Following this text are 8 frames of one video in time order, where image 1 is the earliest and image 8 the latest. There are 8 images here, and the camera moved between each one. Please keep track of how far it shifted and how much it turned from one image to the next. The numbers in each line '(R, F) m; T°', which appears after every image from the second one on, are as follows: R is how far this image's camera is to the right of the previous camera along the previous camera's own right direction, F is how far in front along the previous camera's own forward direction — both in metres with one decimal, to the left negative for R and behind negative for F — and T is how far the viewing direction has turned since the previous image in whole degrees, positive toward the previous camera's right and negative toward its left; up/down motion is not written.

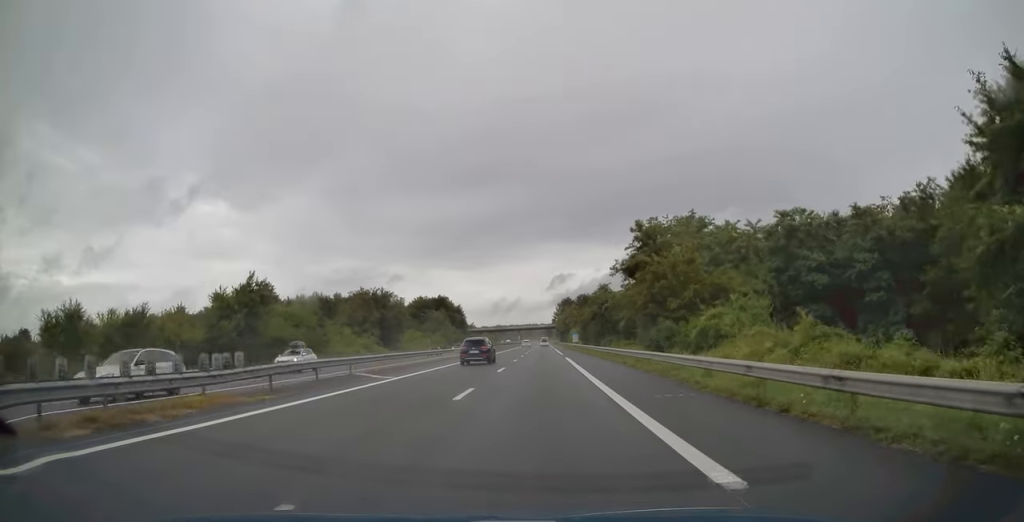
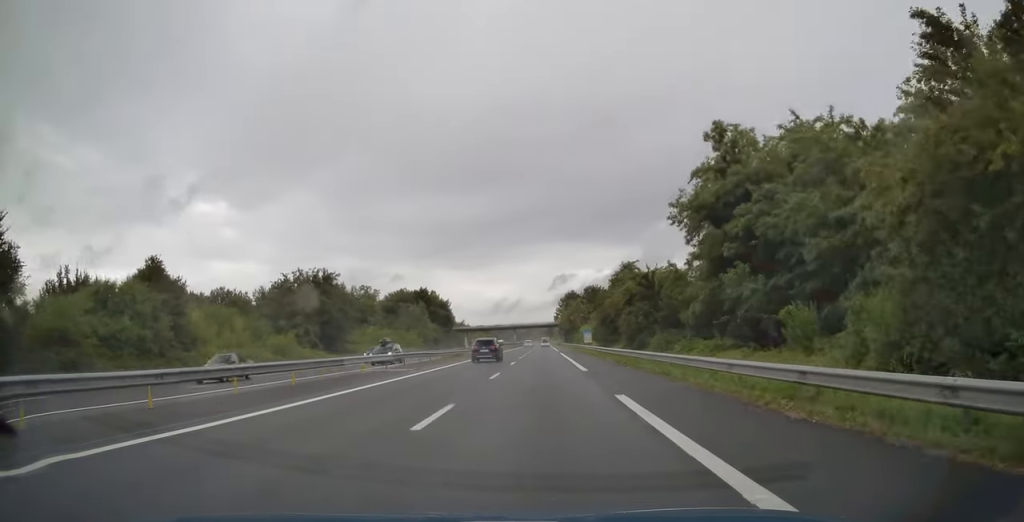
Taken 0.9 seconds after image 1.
(+0.1, +30.7) m; 0°
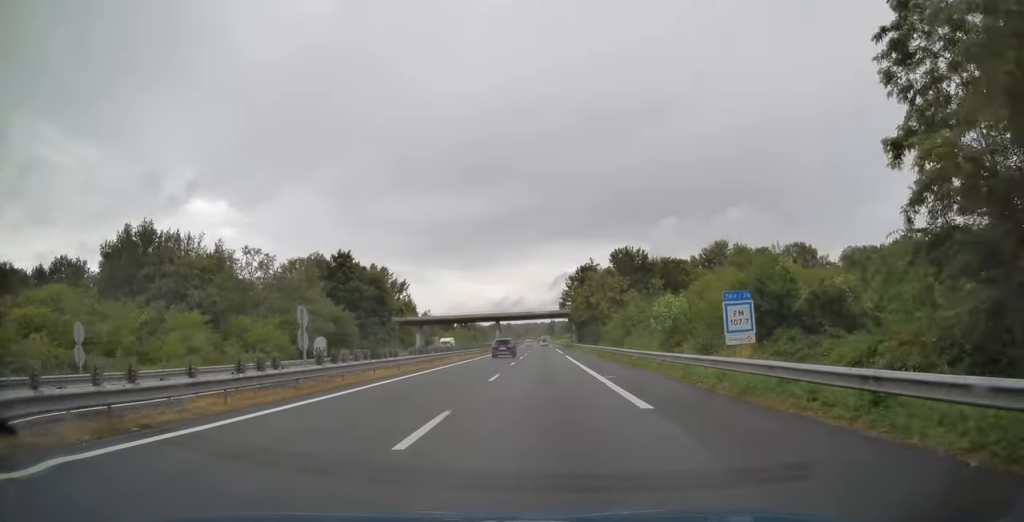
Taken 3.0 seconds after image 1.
(-0.2, +66.2) m; 0°
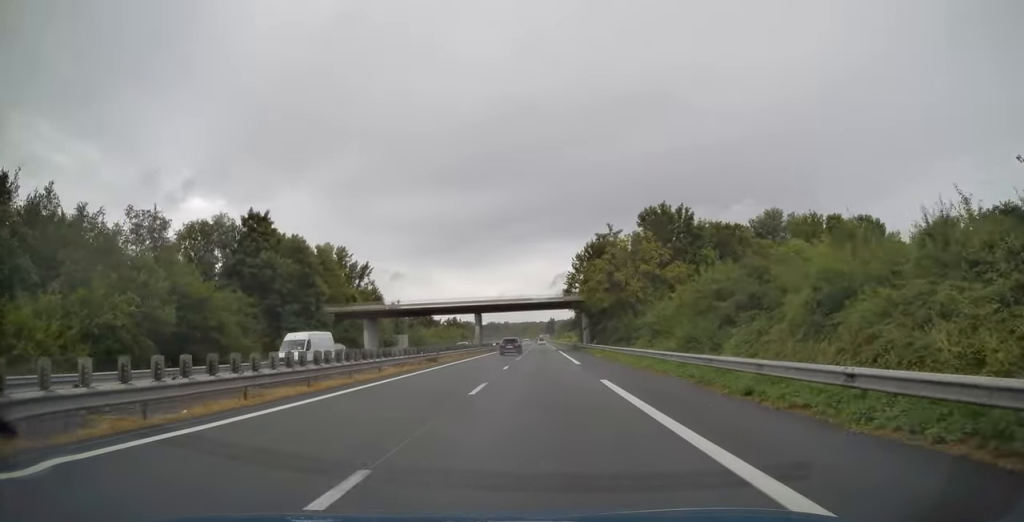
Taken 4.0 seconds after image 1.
(+0.1, +31.3) m; 0°
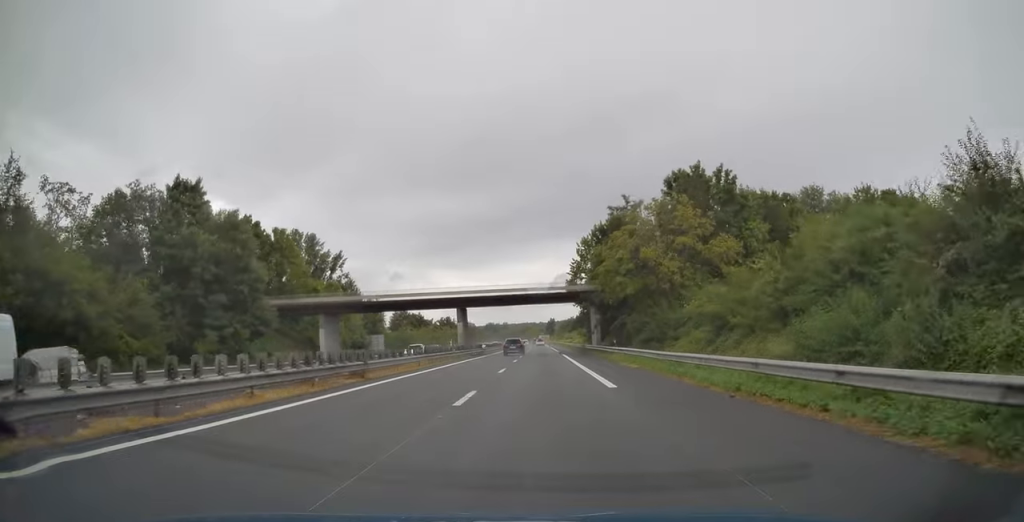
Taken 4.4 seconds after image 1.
(+0.2, +15.6) m; 0°
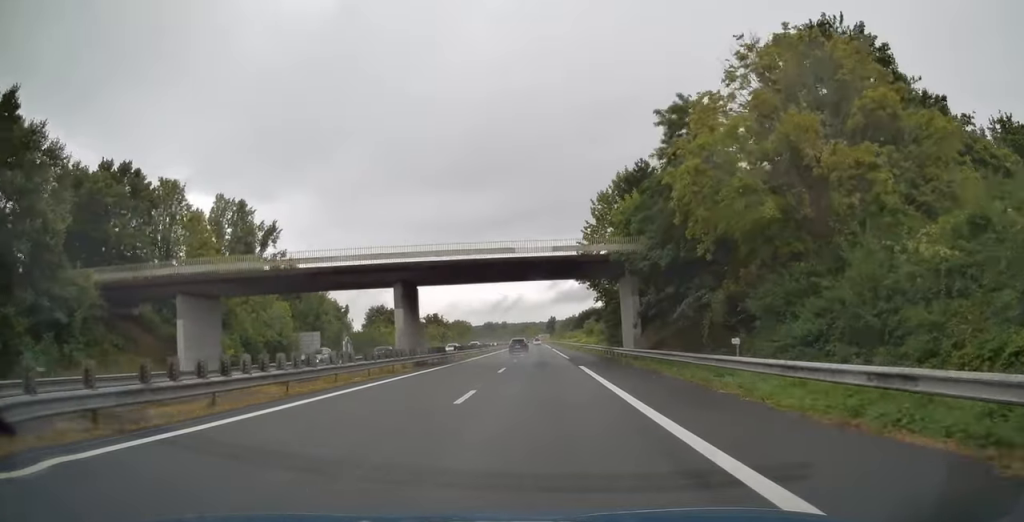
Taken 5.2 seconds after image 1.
(-0.1, +25.9) m; 0°
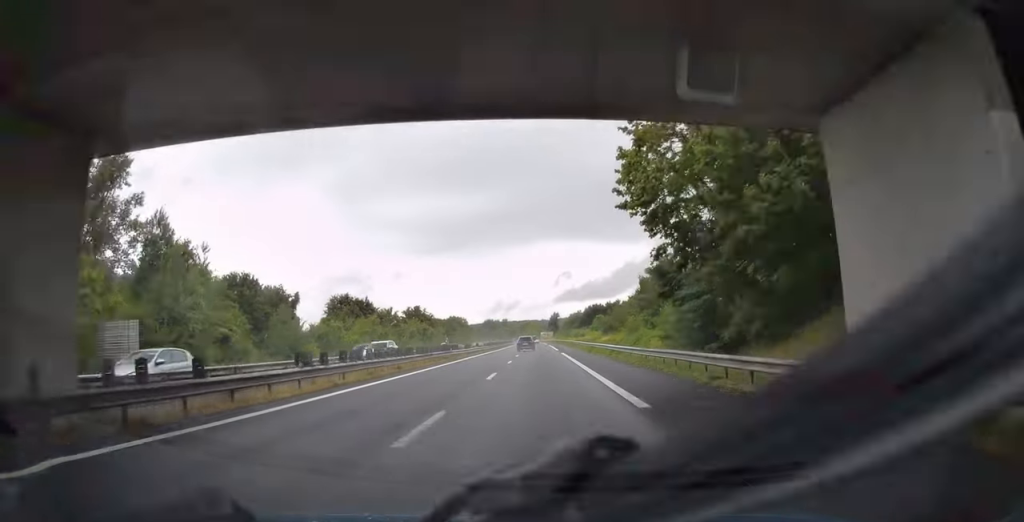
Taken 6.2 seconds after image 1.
(-0.1, +31.2) m; 0°
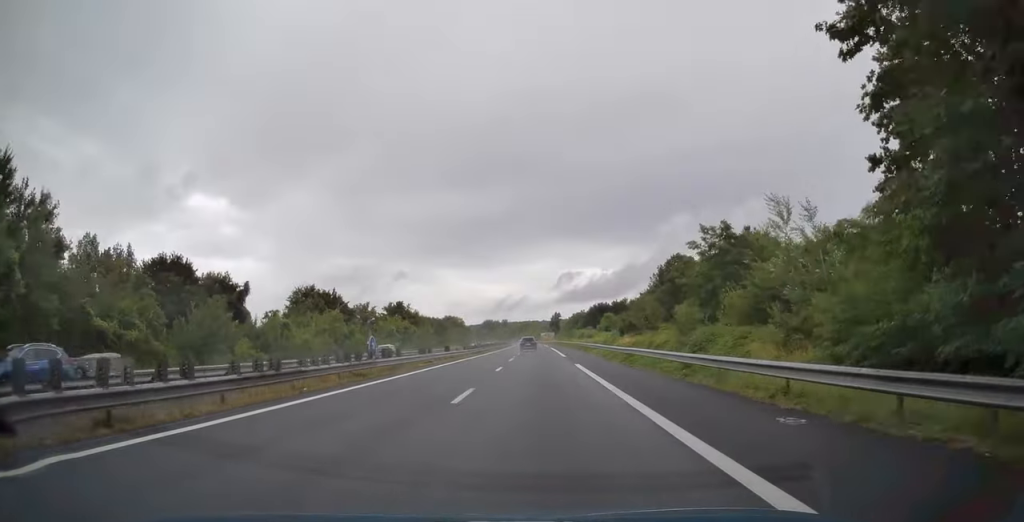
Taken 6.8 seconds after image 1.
(0.0, +20.4) m; 0°
